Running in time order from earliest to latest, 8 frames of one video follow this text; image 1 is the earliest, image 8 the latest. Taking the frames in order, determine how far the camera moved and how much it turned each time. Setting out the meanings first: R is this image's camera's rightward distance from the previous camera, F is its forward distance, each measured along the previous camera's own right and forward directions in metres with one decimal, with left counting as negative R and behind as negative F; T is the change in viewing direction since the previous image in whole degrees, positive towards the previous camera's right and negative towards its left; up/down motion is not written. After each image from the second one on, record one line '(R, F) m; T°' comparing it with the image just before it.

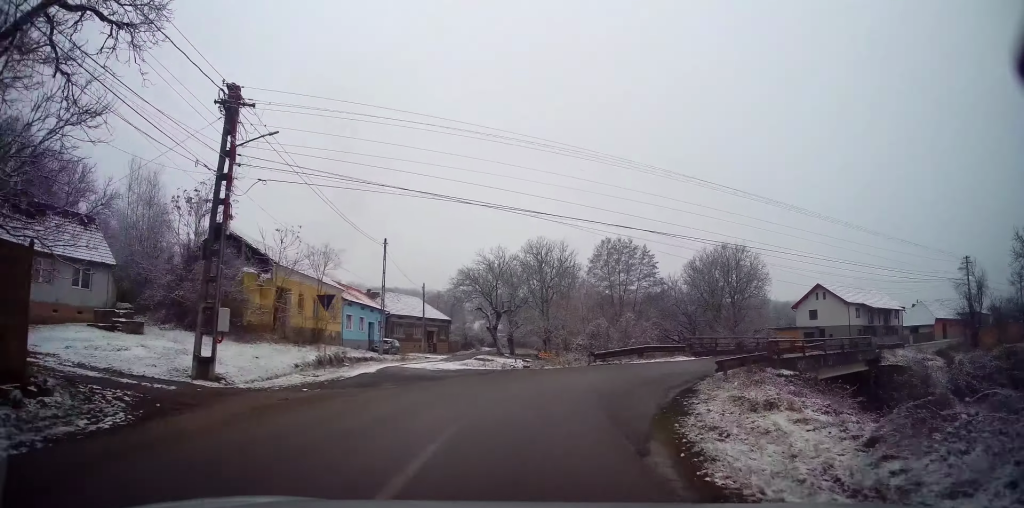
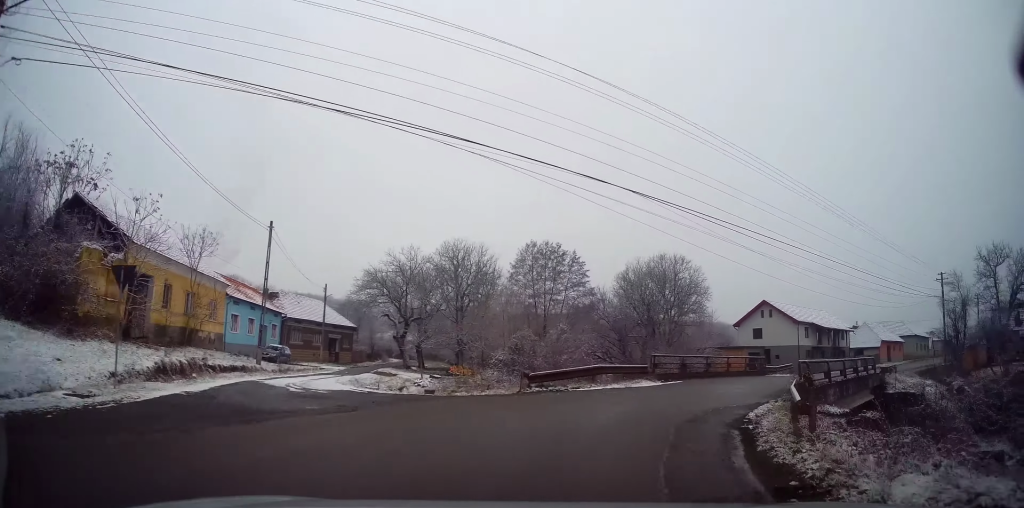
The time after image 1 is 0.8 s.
(+0.6, +7.7) m; +13°
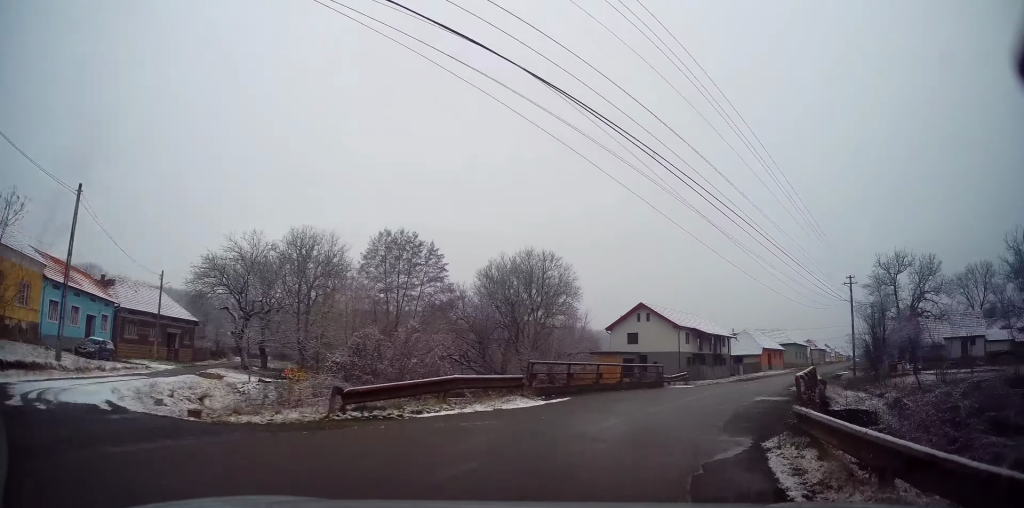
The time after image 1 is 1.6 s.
(+0.6, +6.4) m; +15°
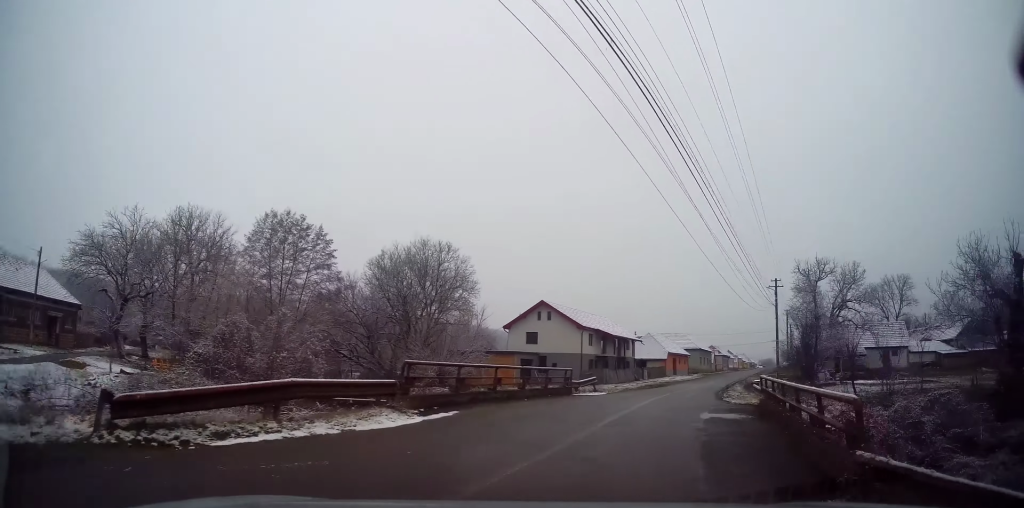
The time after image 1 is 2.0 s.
(+0.5, +4.1) m; +10°
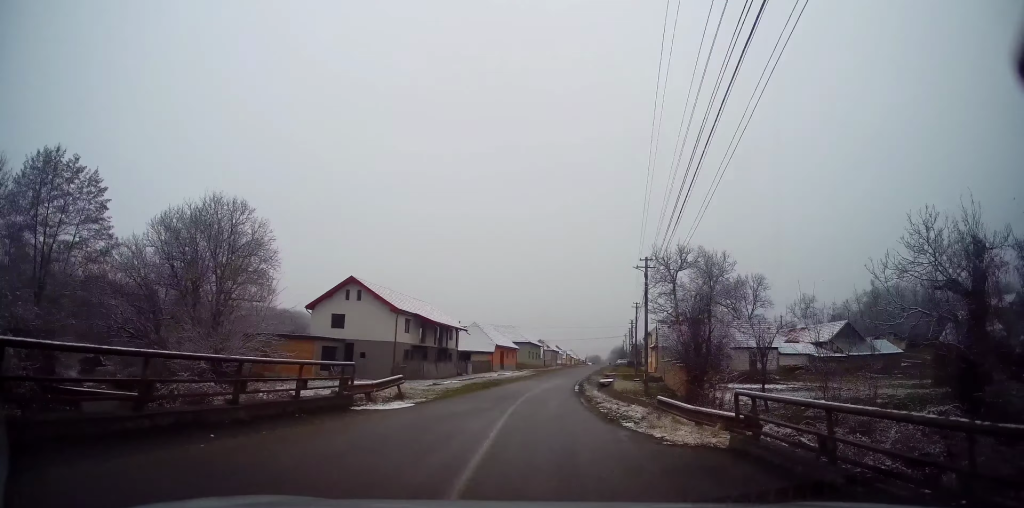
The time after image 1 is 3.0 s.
(+1.5, +9.4) m; +13°
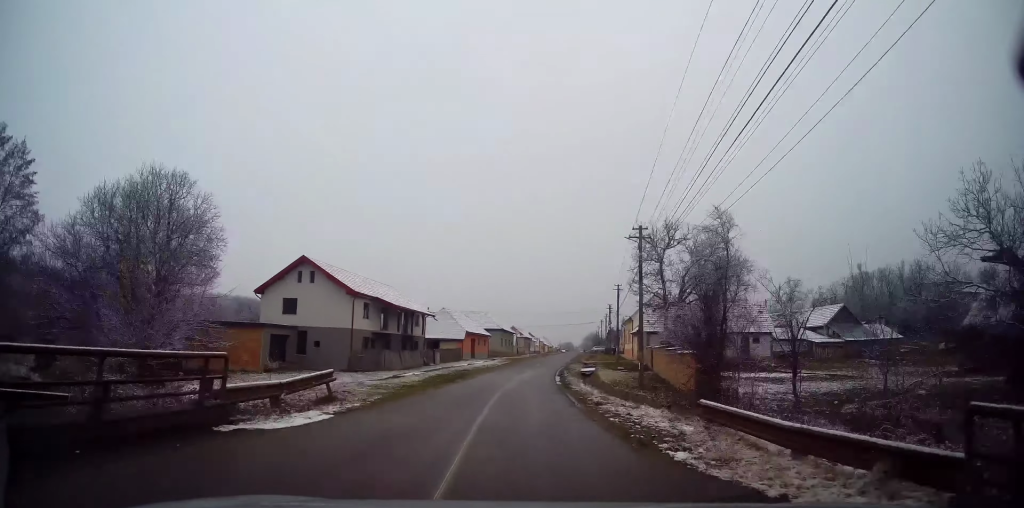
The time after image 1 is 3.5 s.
(+0.2, +5.2) m; +3°
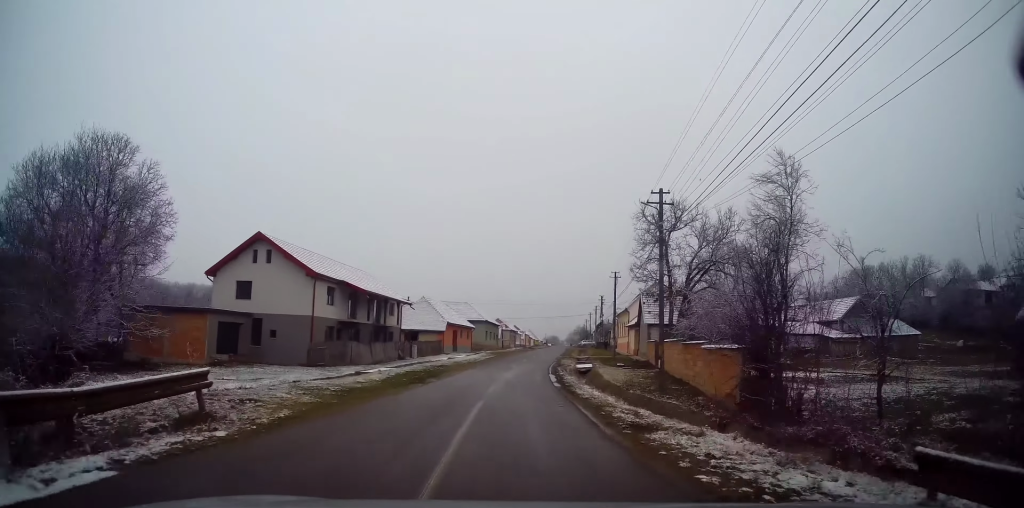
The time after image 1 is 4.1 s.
(+0.2, +5.9) m; 0°
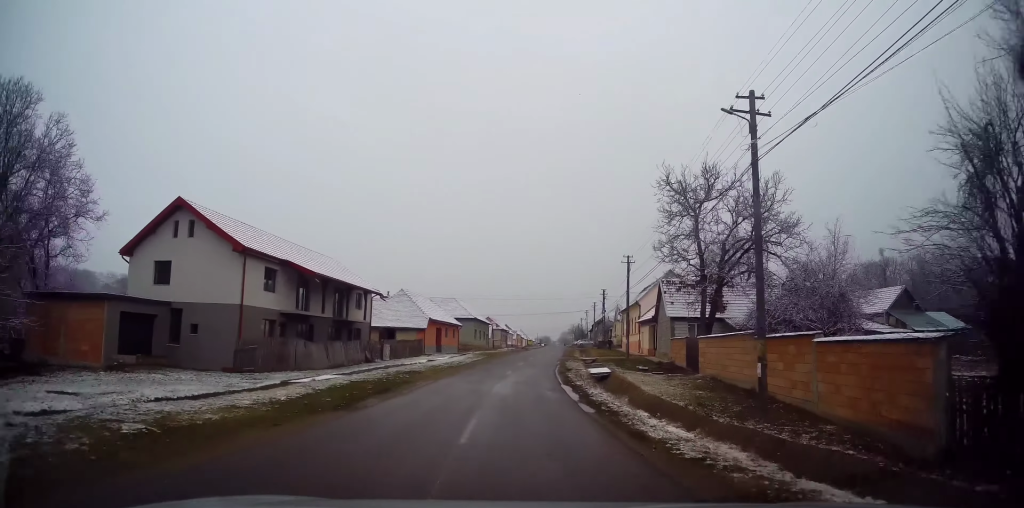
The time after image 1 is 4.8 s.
(-0.1, +9.2) m; +1°
